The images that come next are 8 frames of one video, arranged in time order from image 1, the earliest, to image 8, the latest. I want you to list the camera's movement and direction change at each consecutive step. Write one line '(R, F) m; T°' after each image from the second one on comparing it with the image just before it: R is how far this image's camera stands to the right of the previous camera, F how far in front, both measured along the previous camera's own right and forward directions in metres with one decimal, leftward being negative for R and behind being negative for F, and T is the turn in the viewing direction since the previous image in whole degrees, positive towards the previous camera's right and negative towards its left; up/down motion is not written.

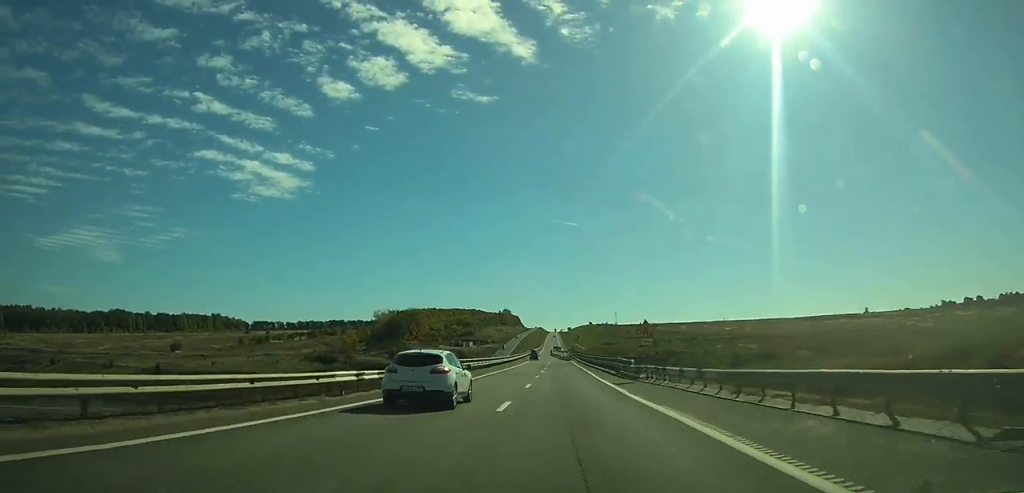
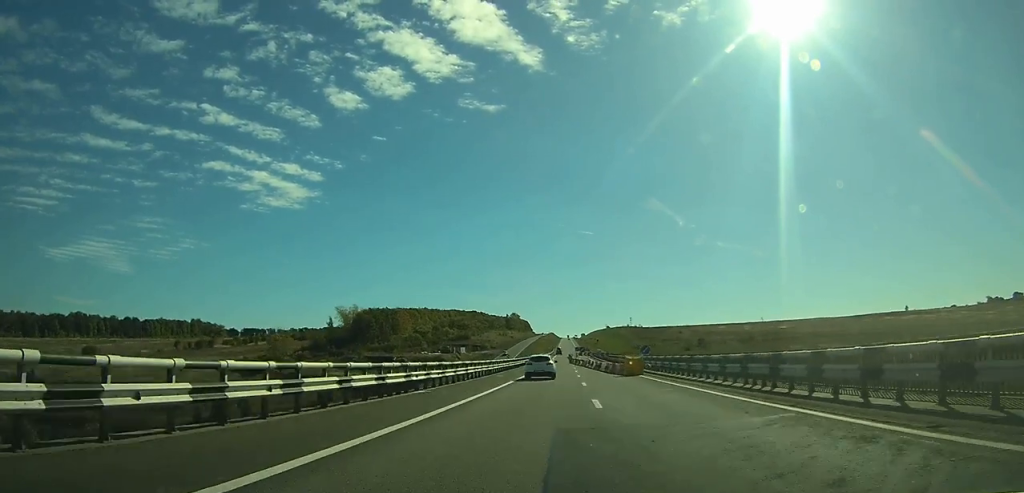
(-1.0, +71.1) m; -1°
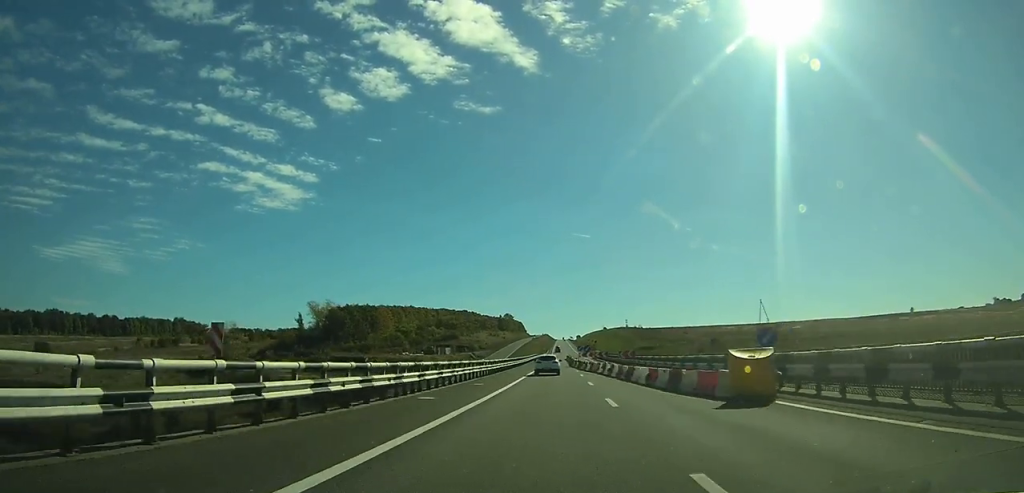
(0.0, +23.3) m; 0°
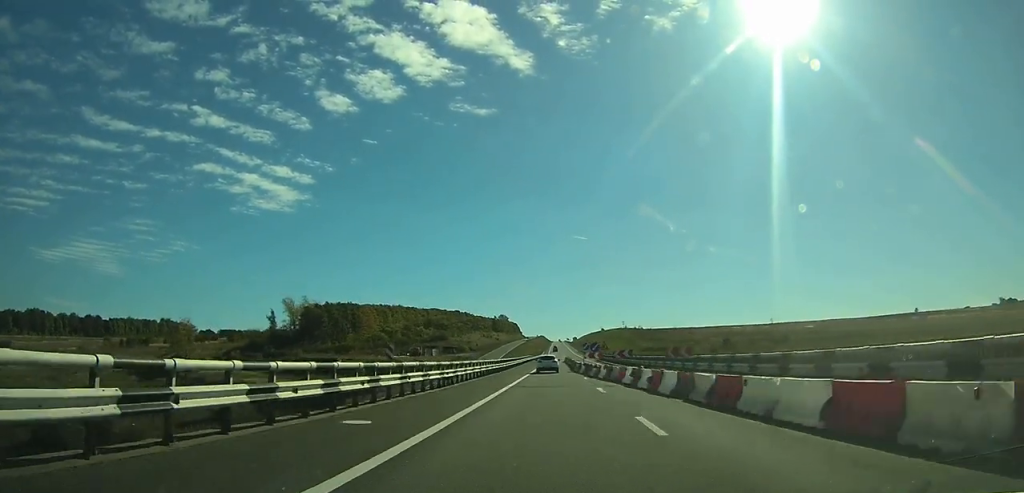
(0.0, +17.8) m; 0°
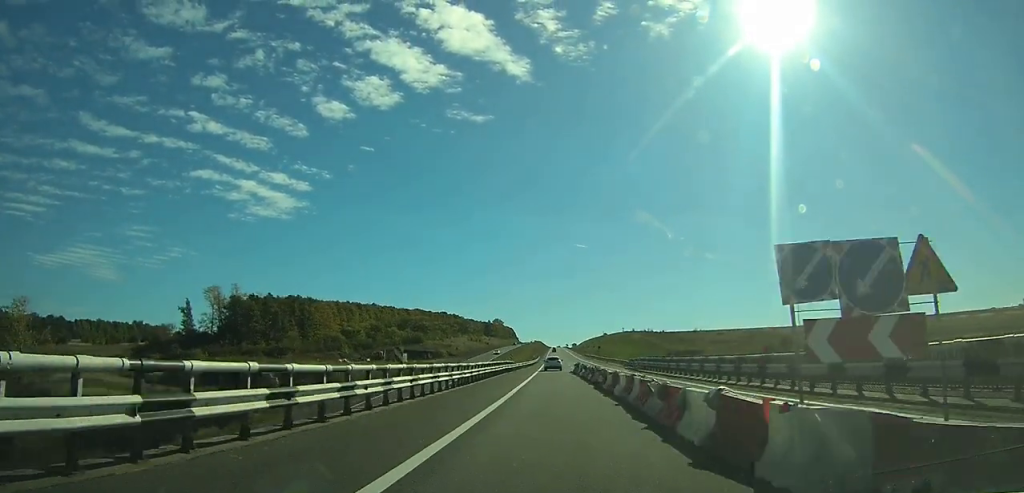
(+0.3, +44.7) m; +1°
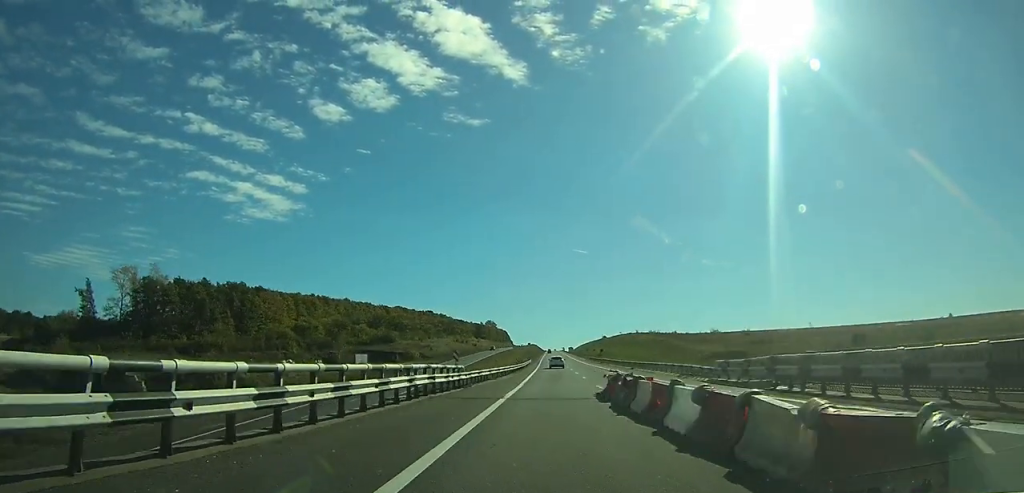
(0.0, +32.4) m; 0°
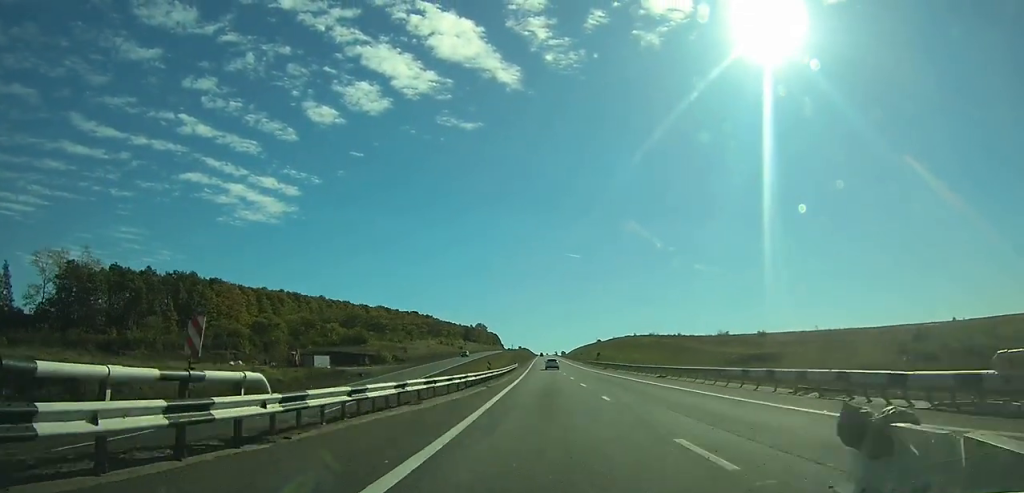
(0.0, +18.9) m; 0°
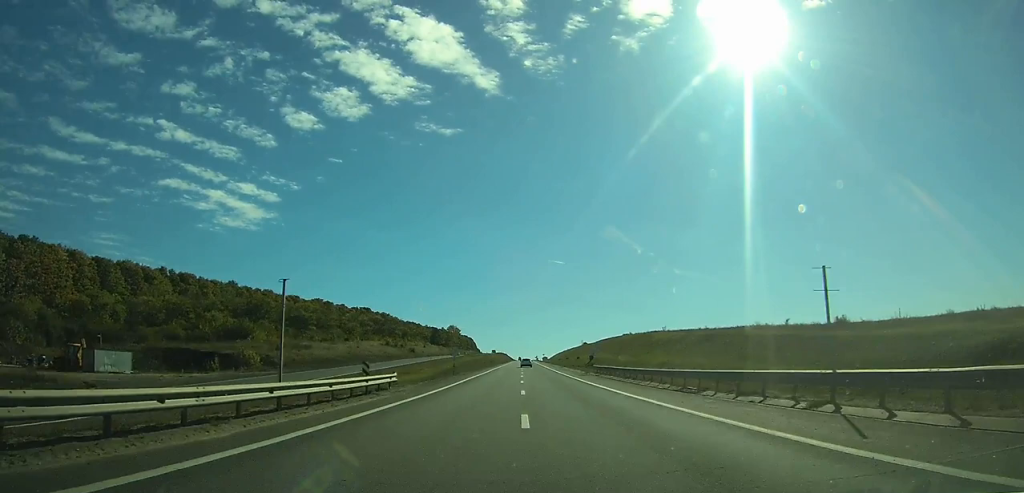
(+0.6, +53.5) m; +1°
